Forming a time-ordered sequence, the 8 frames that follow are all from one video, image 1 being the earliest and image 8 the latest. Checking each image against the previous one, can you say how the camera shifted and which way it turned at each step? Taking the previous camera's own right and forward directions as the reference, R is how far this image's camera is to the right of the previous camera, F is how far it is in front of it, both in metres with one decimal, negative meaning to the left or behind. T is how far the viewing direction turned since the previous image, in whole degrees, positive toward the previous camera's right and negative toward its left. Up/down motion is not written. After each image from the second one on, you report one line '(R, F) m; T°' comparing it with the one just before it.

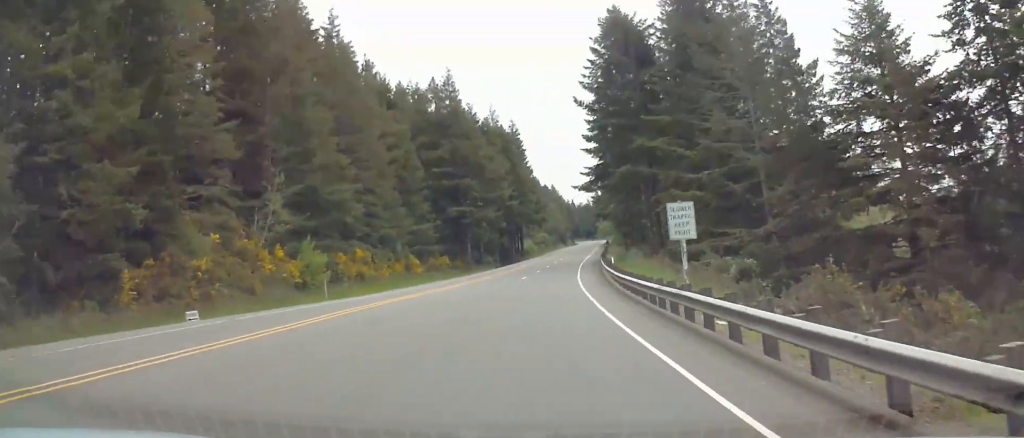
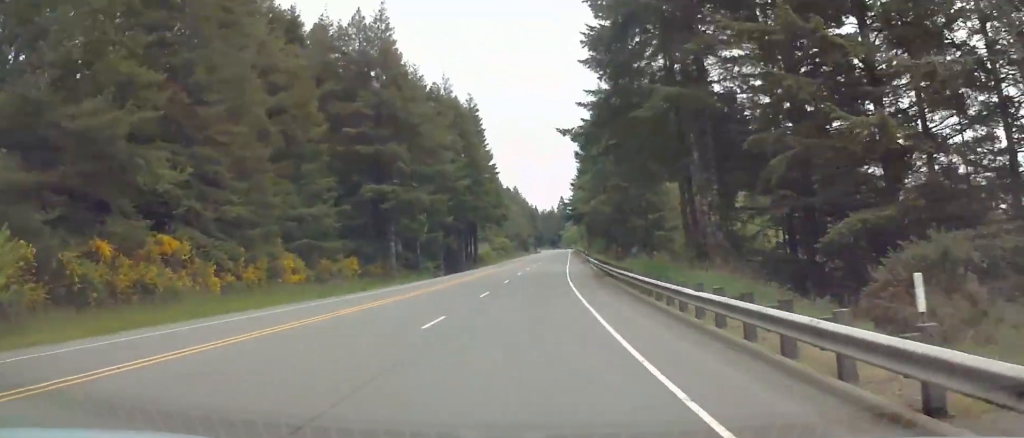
(+1.6, +32.8) m; +3°
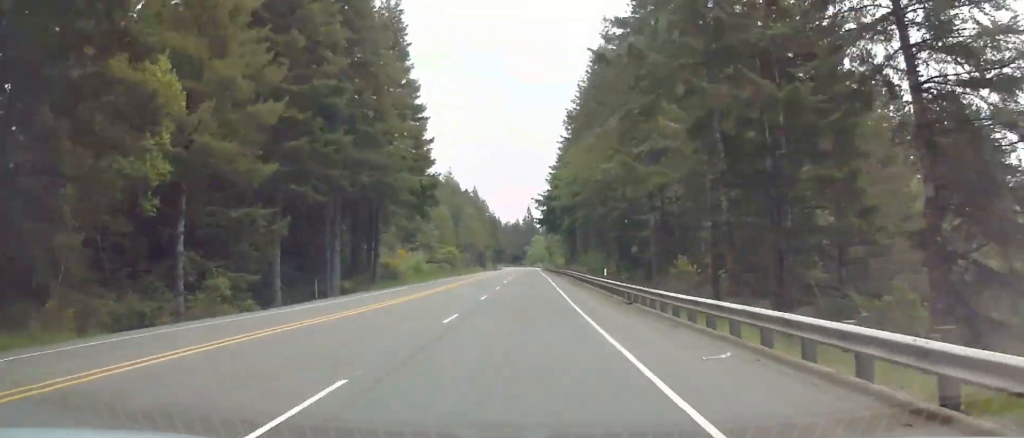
(+1.1, +58.6) m; +4°
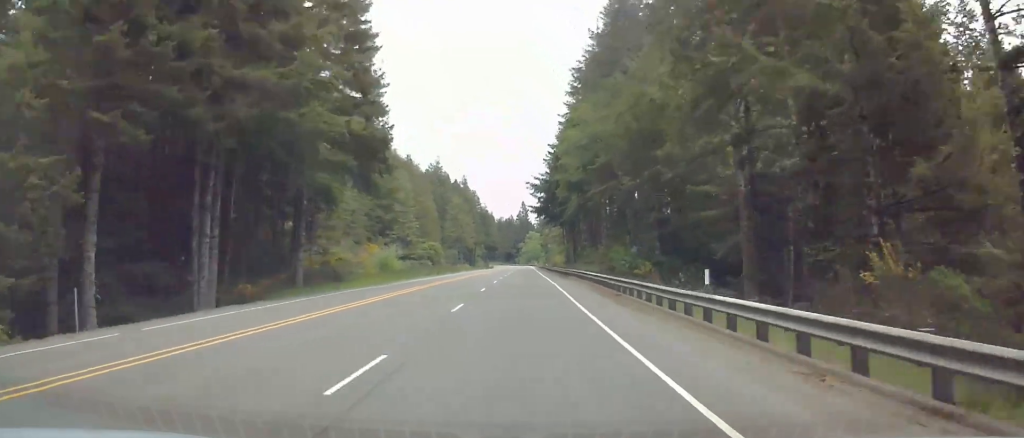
(+1.1, +22.7) m; +2°
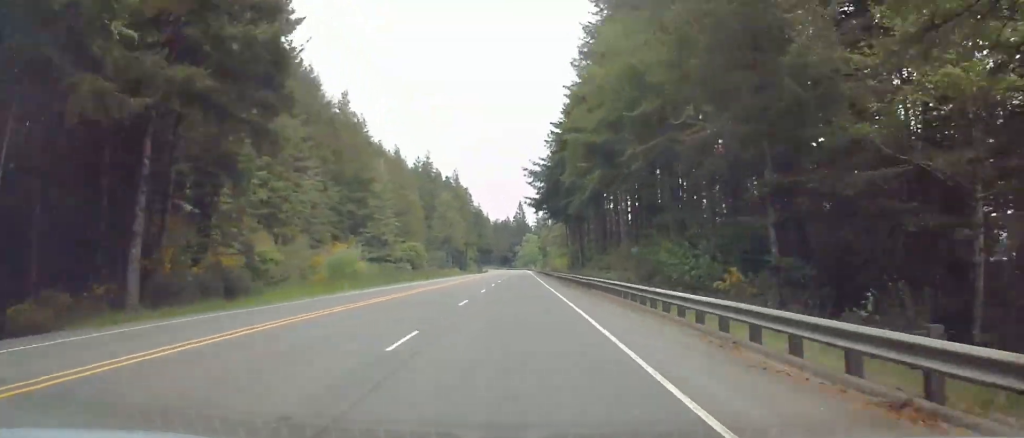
(+0.4, +21.0) m; +1°
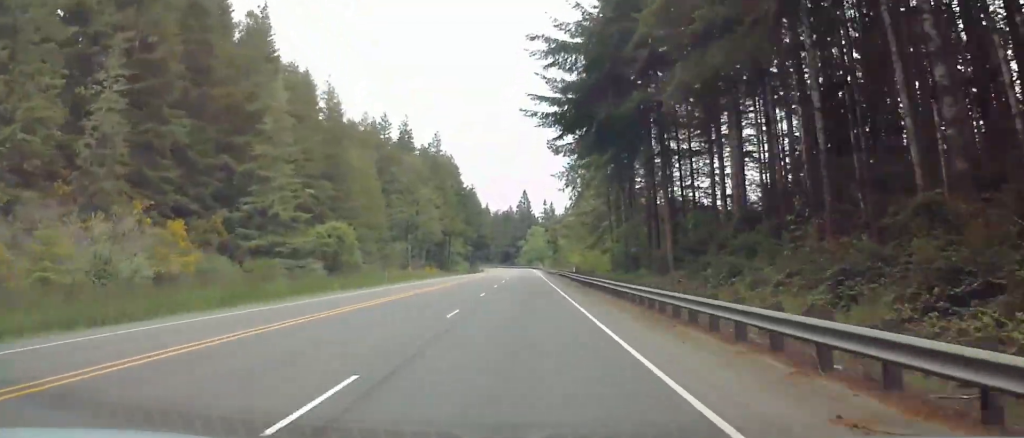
(0.0, +54.7) m; 0°
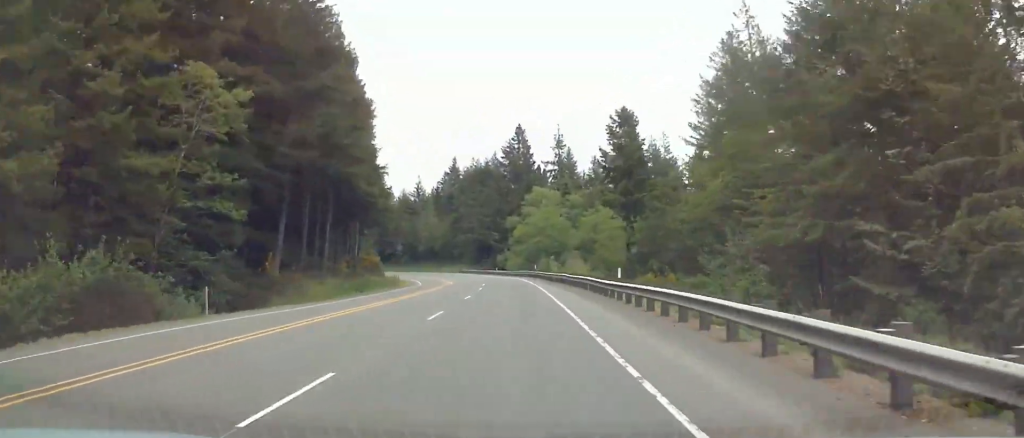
(+2.6, +159.4) m; +1°
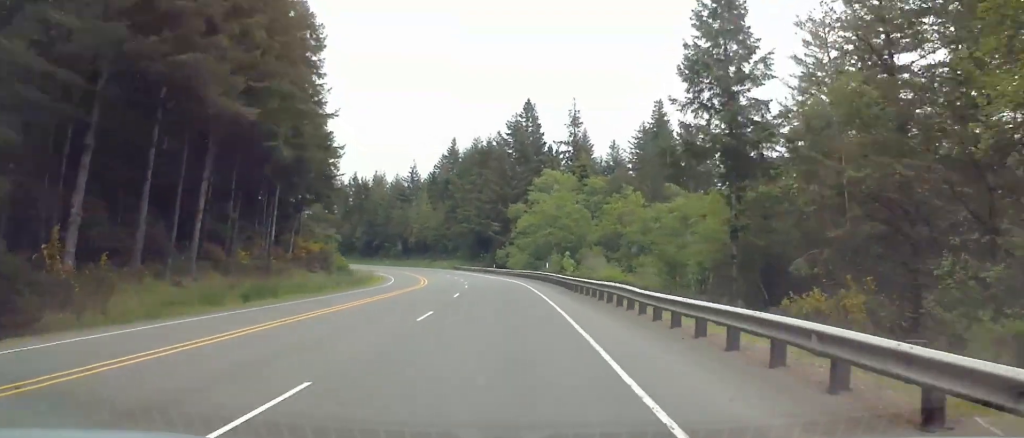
(-0.1, +25.4) m; 0°
